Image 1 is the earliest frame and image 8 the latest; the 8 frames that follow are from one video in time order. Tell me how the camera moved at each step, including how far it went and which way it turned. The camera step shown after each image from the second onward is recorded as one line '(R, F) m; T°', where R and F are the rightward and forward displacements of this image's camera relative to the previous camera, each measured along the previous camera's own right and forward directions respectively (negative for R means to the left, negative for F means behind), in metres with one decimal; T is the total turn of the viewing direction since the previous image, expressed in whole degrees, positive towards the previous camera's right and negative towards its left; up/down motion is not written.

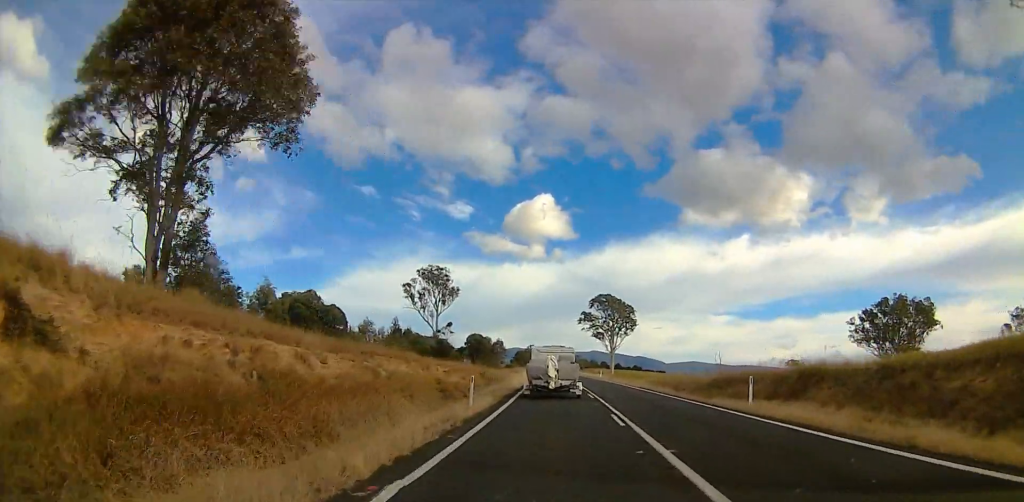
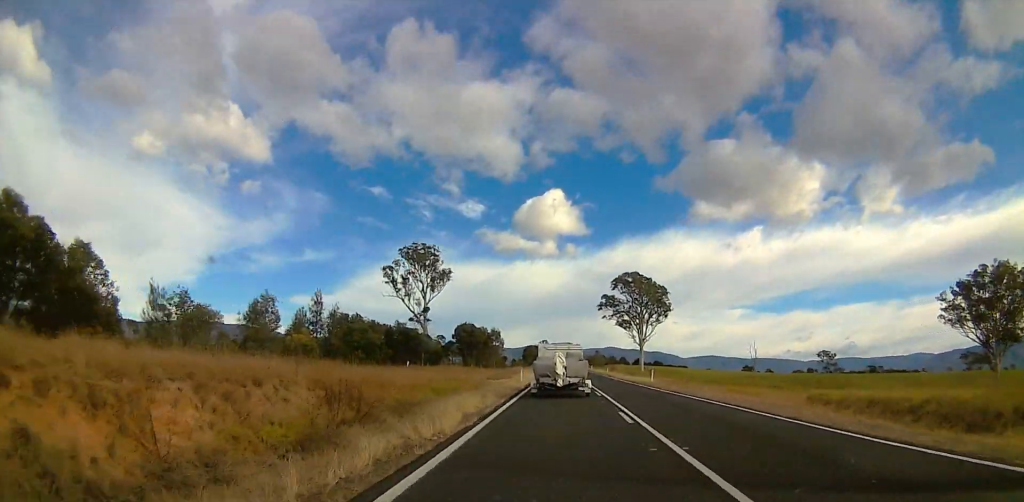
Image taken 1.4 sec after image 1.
(-1.6, +35.7) m; -5°
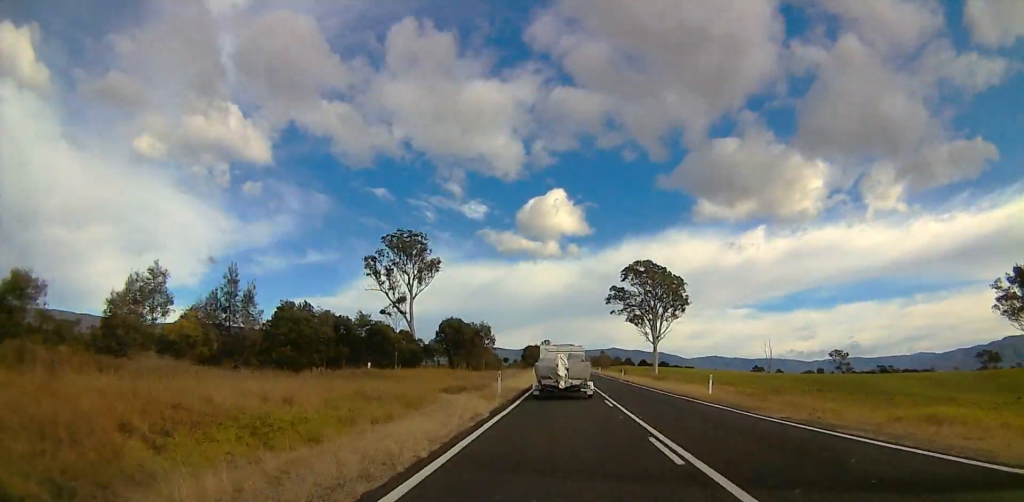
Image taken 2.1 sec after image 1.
(-0.2, +17.7) m; 0°
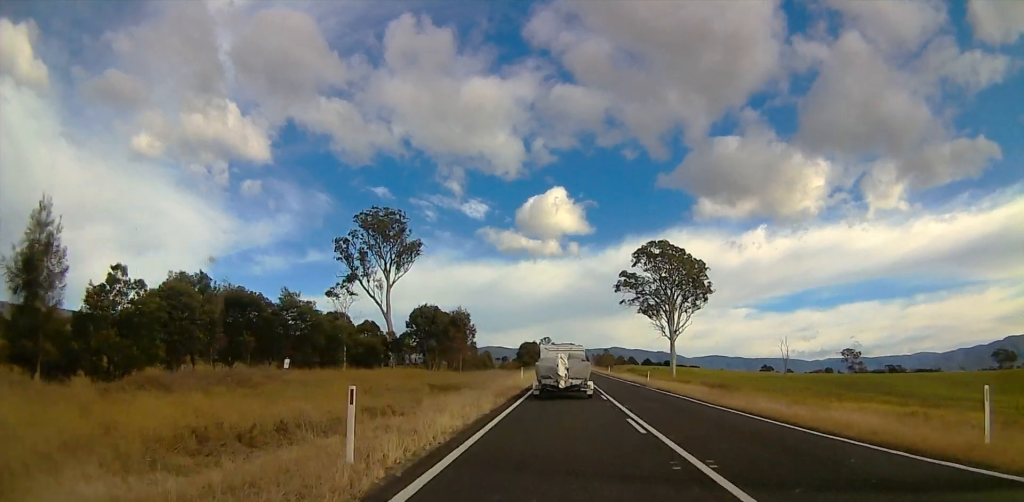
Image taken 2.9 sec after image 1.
(+0.2, +20.1) m; +1°
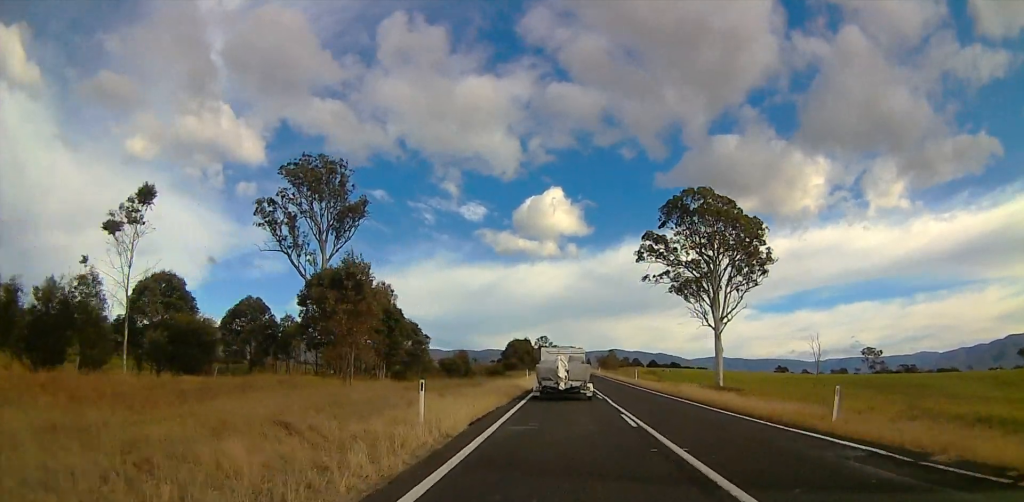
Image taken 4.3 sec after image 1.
(+0.7, +34.0) m; 0°
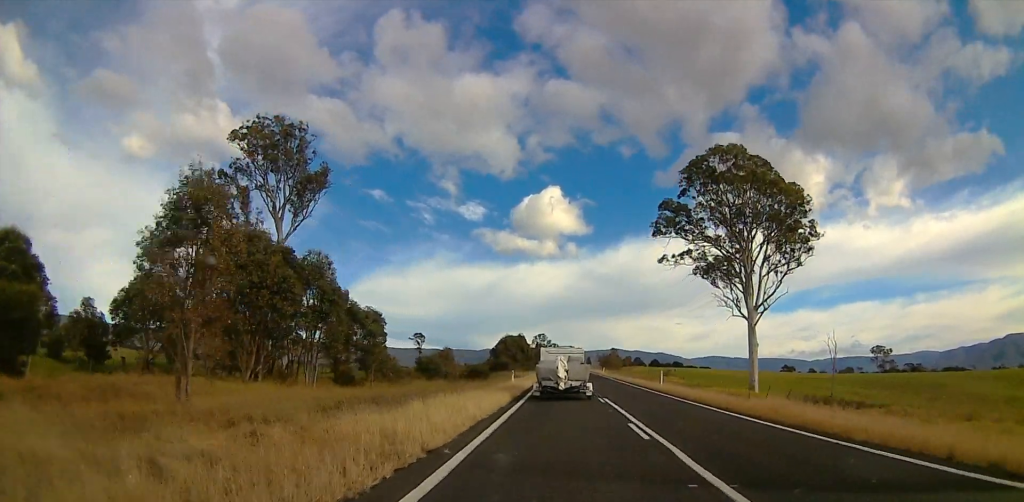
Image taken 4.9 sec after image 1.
(-0.2, +14.9) m; -1°
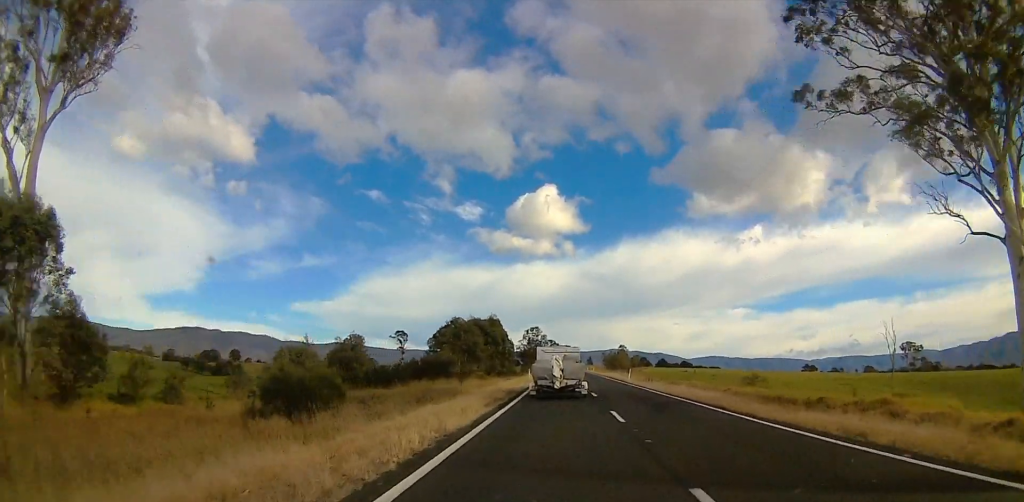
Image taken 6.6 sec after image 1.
(-0.9, +41.4) m; +1°
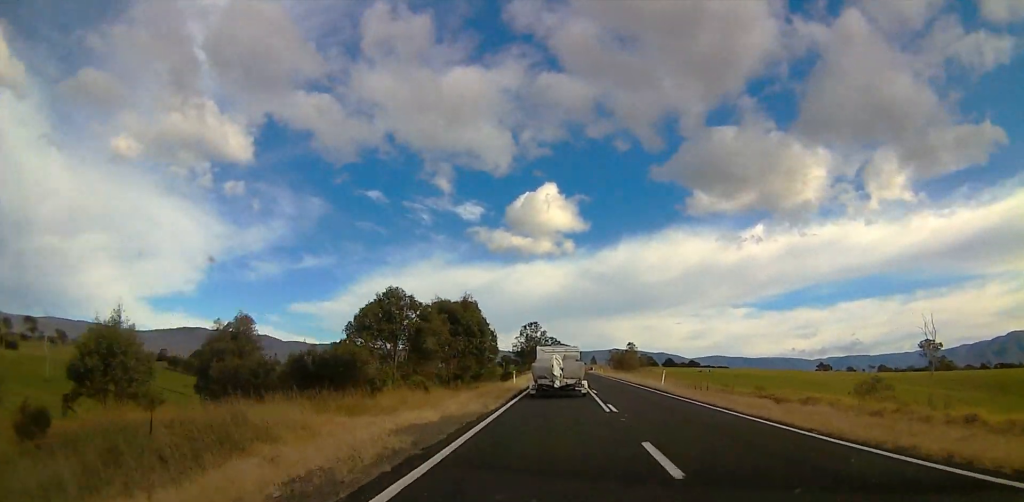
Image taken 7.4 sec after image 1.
(+0.6, +19.8) m; +1°
